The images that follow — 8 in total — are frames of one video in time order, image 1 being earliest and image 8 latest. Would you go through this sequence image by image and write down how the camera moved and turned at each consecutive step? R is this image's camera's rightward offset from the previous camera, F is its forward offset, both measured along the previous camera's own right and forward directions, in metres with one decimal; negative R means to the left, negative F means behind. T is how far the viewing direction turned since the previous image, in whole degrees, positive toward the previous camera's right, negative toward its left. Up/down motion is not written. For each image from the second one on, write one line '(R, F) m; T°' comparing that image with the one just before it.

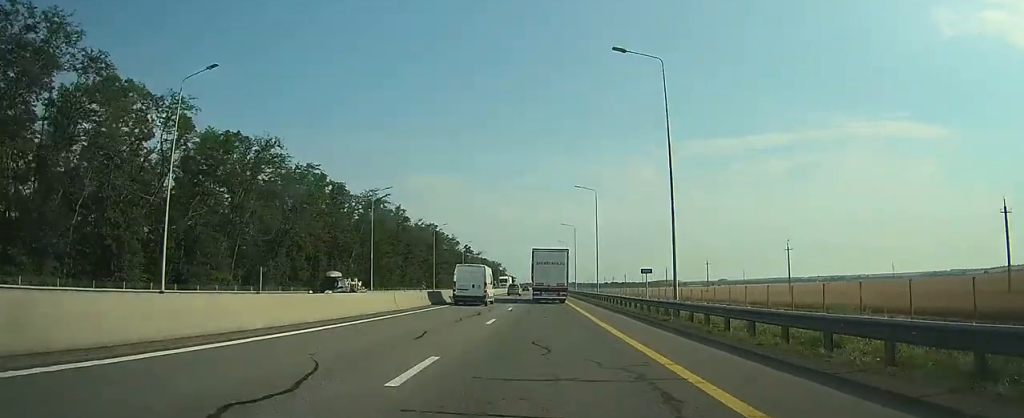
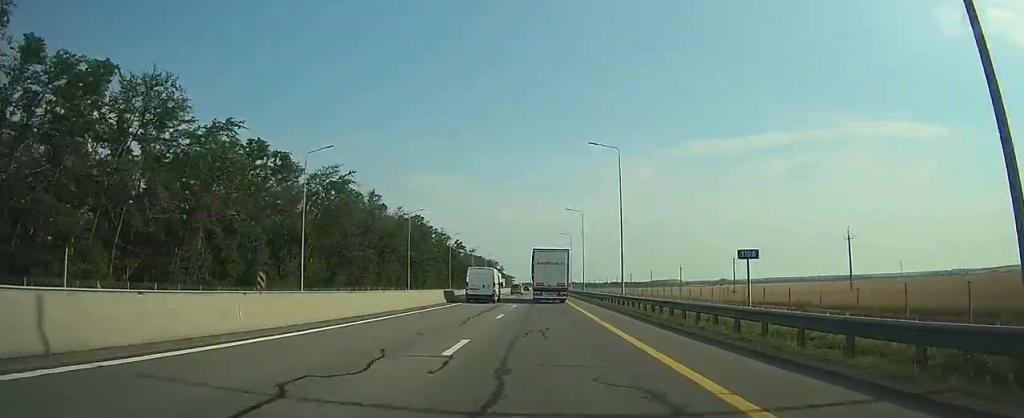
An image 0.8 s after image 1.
(-0.1, +20.4) m; 0°
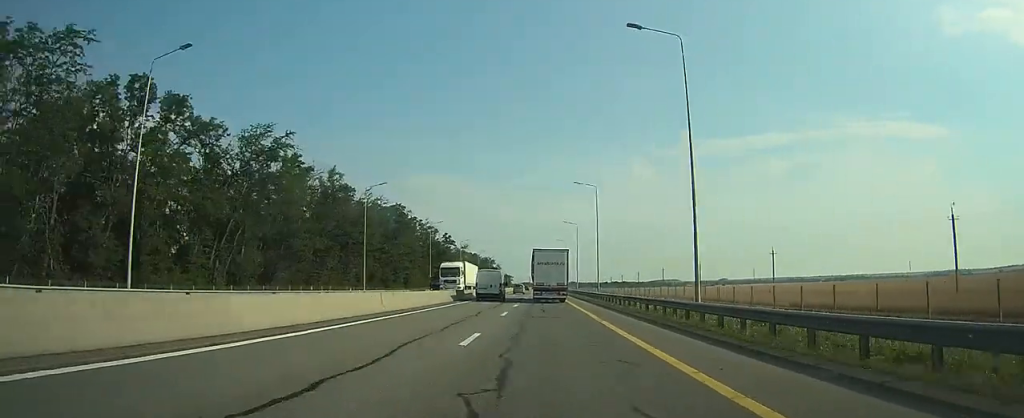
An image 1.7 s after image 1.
(0.0, +22.1) m; 0°
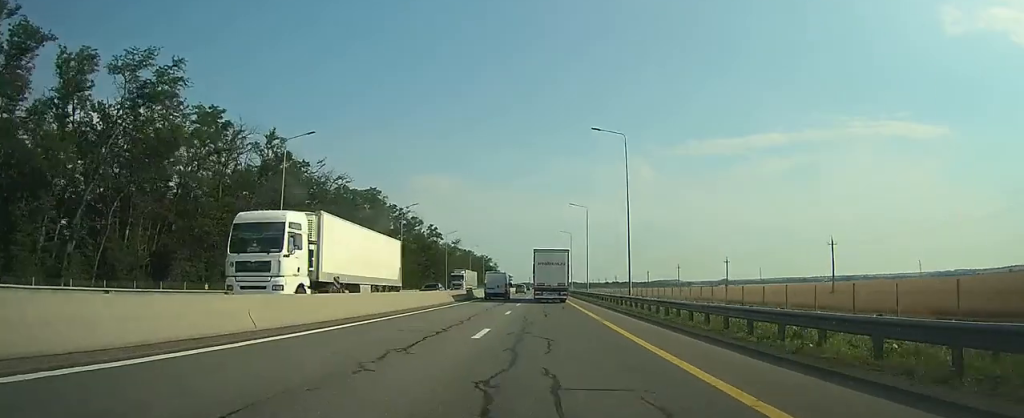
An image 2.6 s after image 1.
(0.0, +22.1) m; 0°
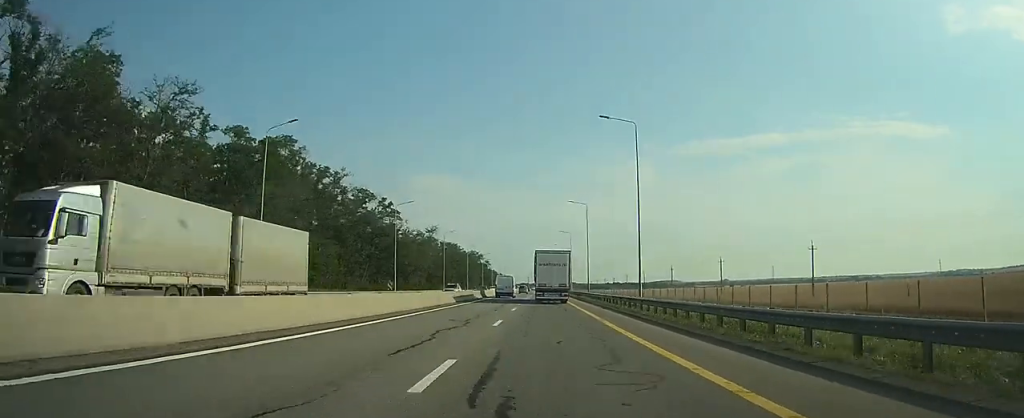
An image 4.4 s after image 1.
(+0.1, +42.9) m; 0°
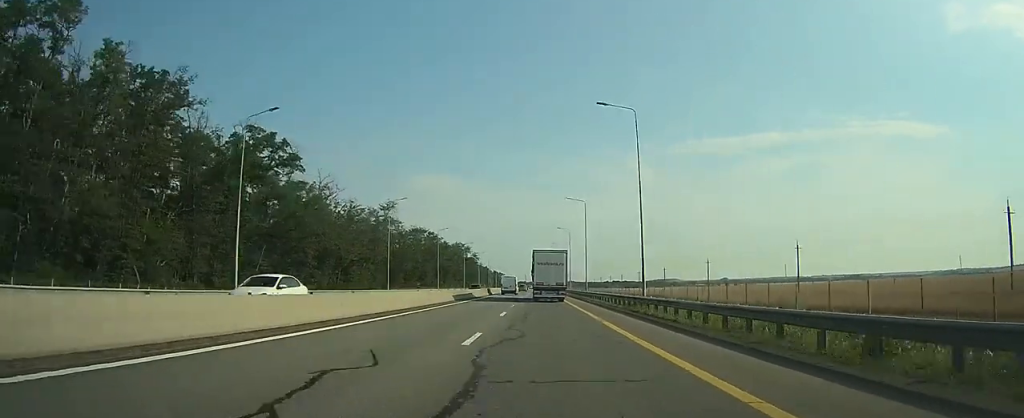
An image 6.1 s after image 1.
(+0.3, +43.0) m; +1°
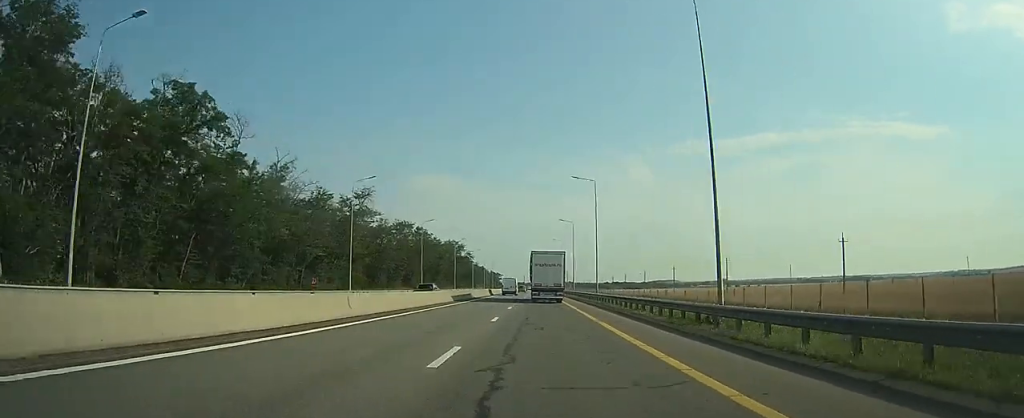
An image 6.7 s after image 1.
(+0.1, +15.6) m; 0°
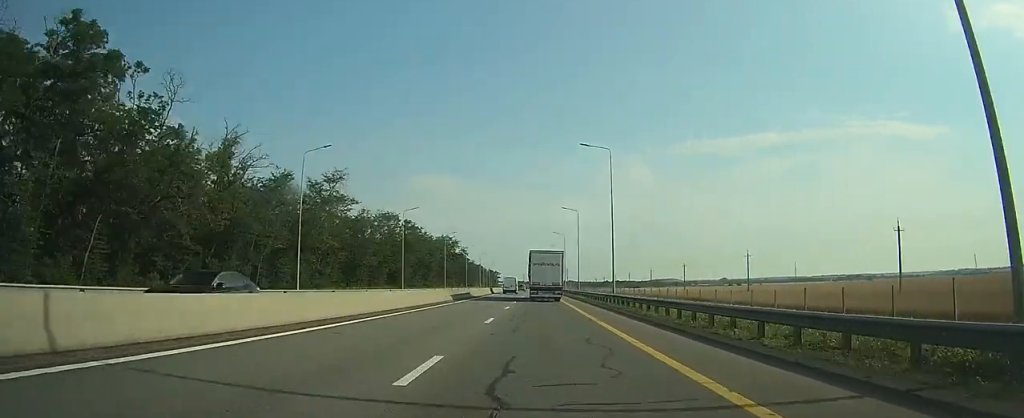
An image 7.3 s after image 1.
(0.0, +14.0) m; 0°
